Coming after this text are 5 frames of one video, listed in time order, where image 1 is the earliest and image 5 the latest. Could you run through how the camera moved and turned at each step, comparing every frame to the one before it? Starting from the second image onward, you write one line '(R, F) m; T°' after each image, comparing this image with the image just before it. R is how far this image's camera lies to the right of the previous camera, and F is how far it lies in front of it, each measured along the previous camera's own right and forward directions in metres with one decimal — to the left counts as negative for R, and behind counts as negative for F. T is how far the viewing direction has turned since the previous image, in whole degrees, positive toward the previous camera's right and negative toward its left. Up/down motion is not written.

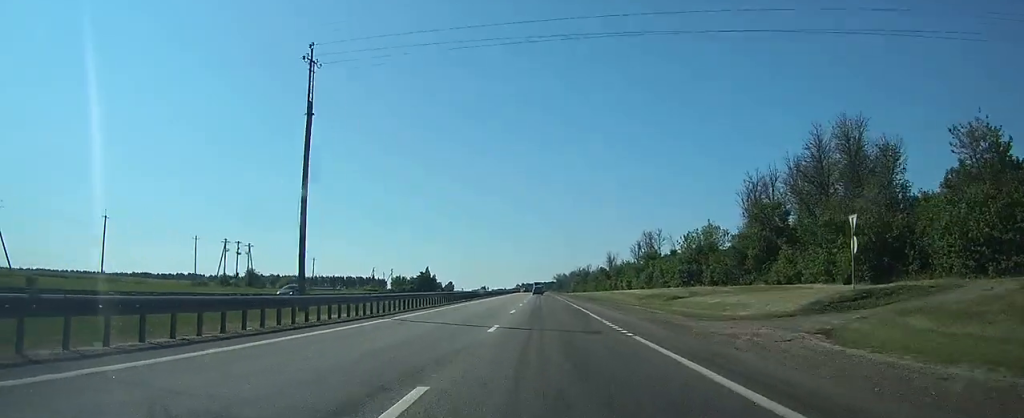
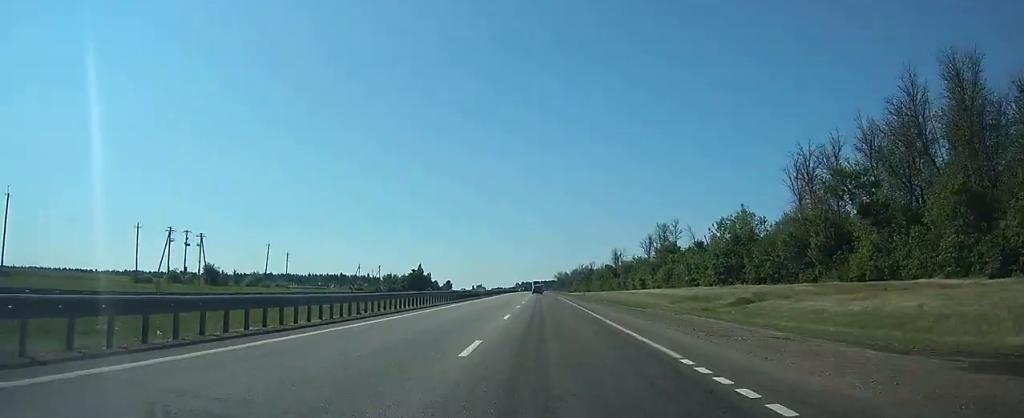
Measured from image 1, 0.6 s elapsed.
(0.0, +18.1) m; 0°
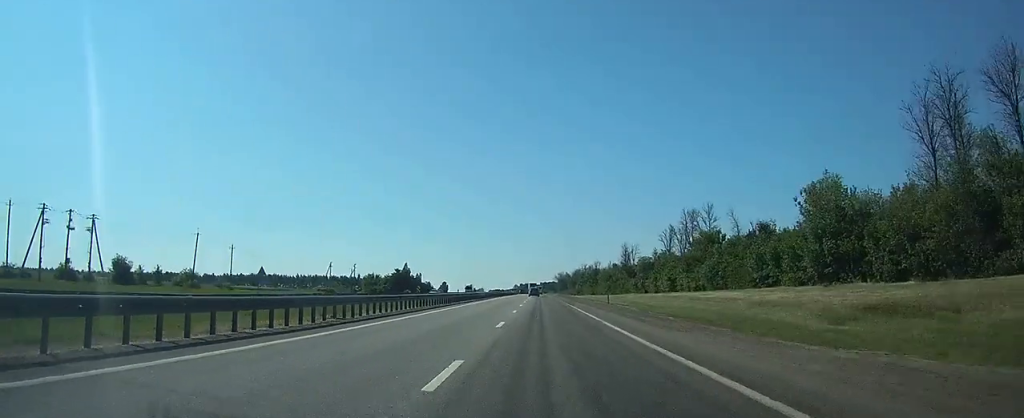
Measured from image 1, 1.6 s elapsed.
(0.0, +27.7) m; 0°
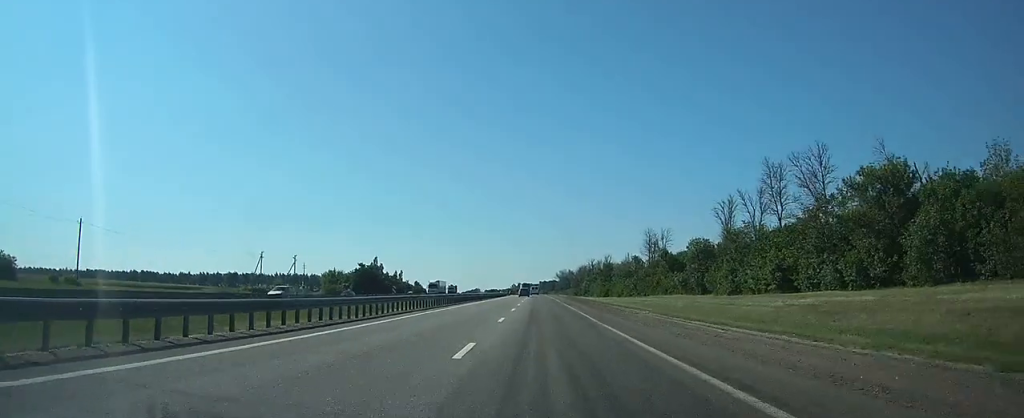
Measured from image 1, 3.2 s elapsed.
(0.0, +45.0) m; 0°
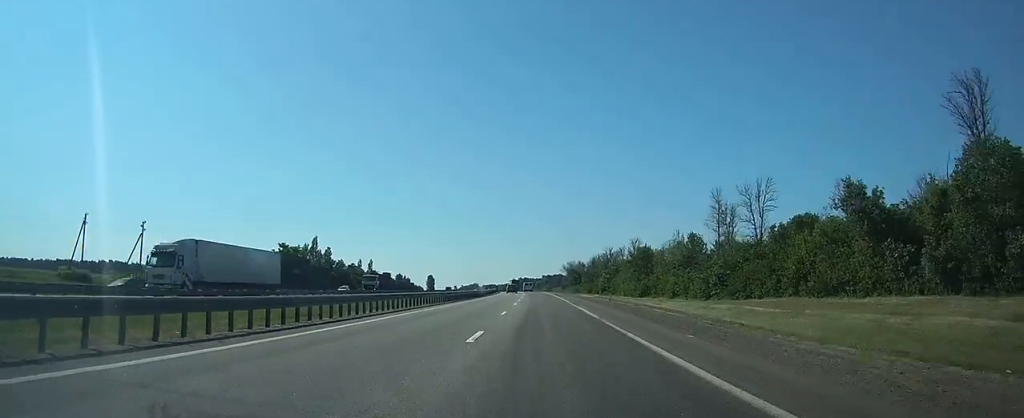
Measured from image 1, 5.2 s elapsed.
(-0.2, +58.4) m; 0°
